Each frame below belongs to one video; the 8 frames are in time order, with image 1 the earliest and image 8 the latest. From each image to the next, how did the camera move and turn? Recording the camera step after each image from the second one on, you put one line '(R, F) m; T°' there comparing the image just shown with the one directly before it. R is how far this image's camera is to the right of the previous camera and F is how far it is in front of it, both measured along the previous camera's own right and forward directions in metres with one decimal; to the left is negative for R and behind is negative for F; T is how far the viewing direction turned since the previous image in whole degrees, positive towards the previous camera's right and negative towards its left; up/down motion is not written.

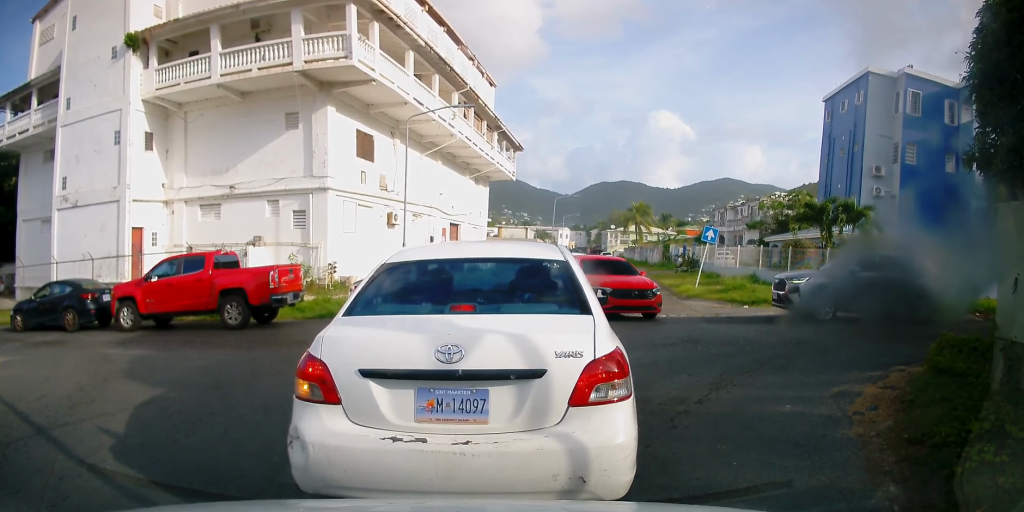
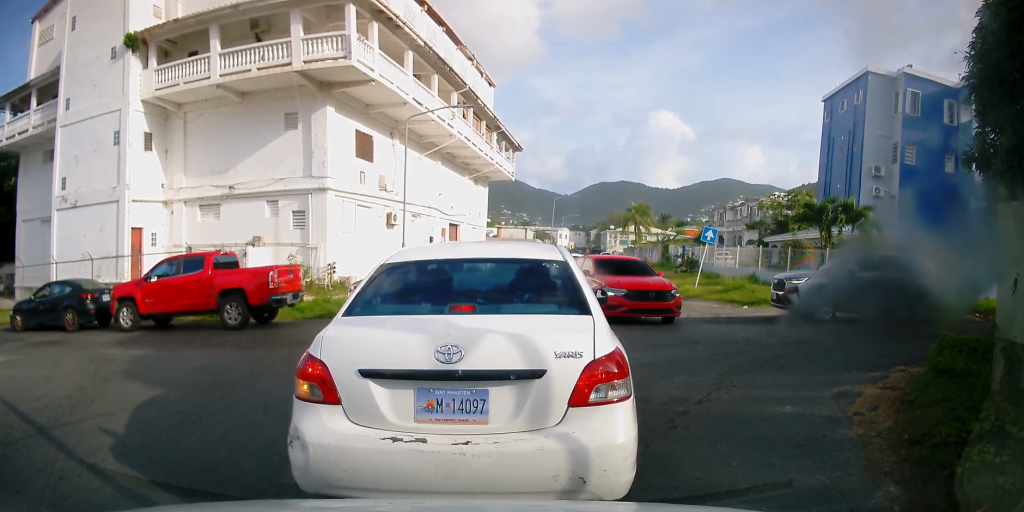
(0.0, 0.0) m; 0°
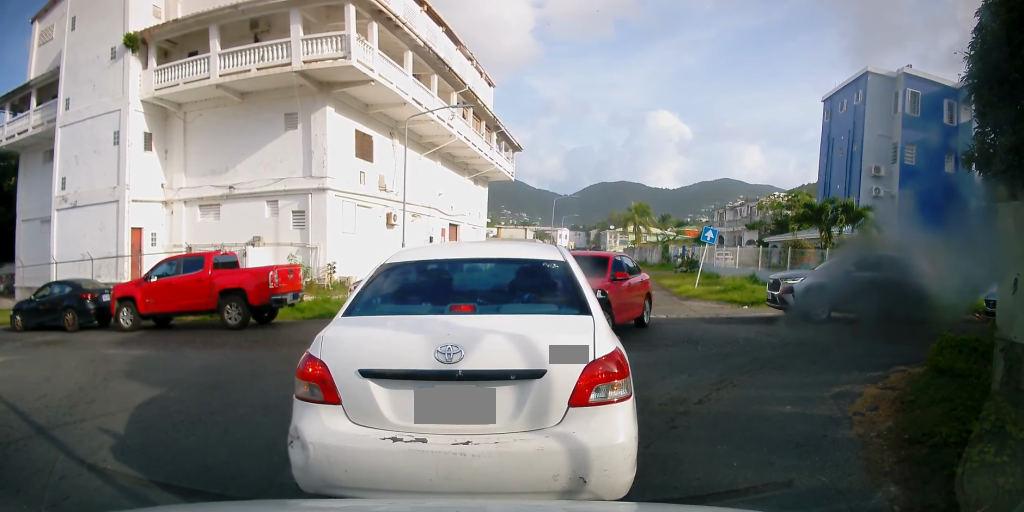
(0.0, 0.0) m; 0°
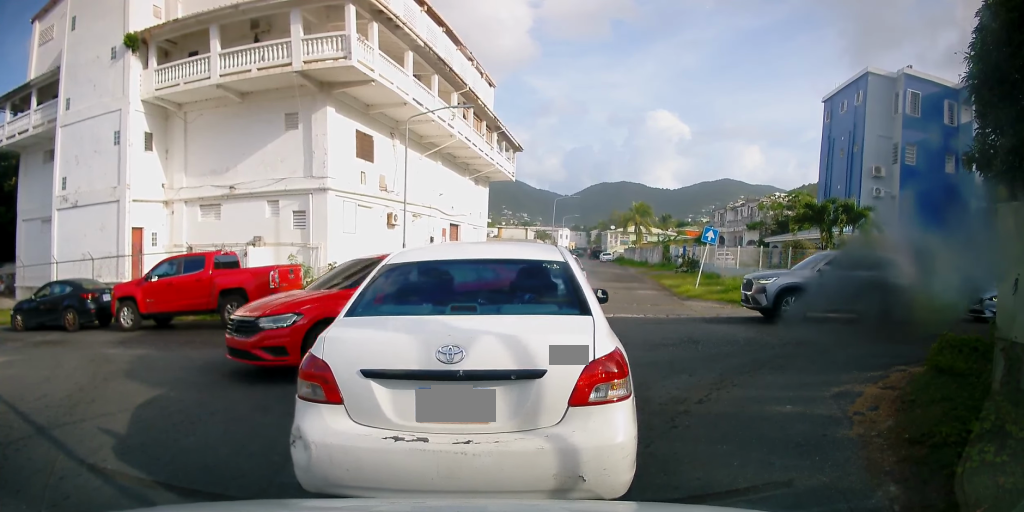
(0.0, 0.0) m; 0°
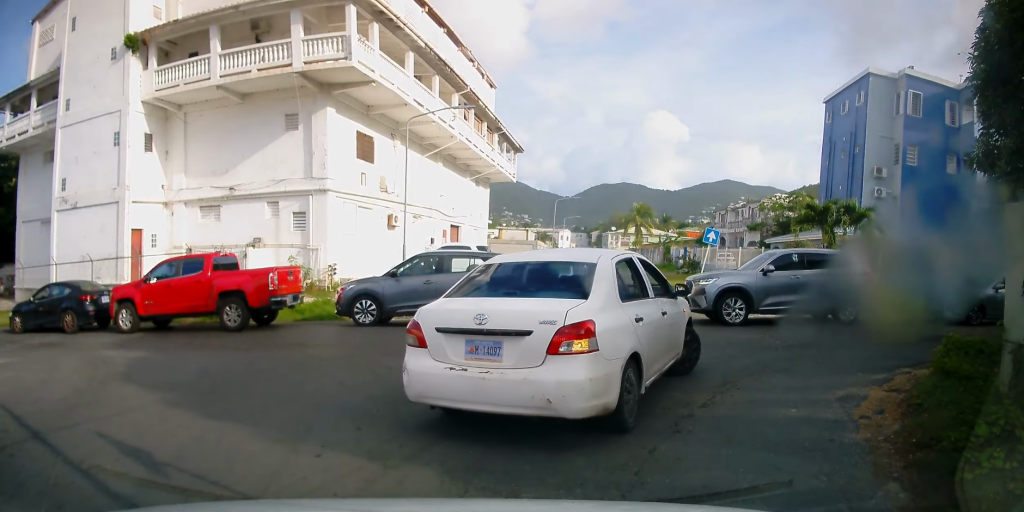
(0.0, 0.0) m; 0°
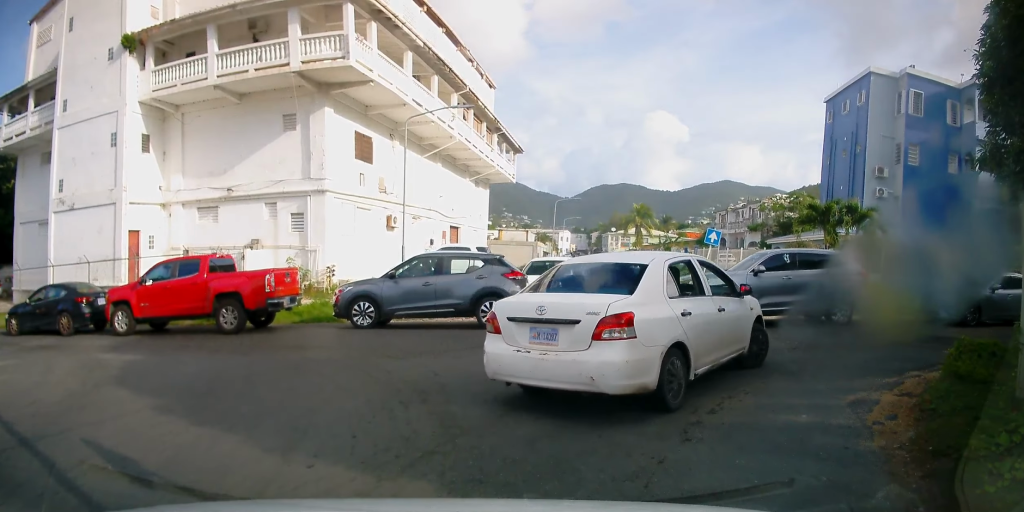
(0.0, +0.2) m; 0°
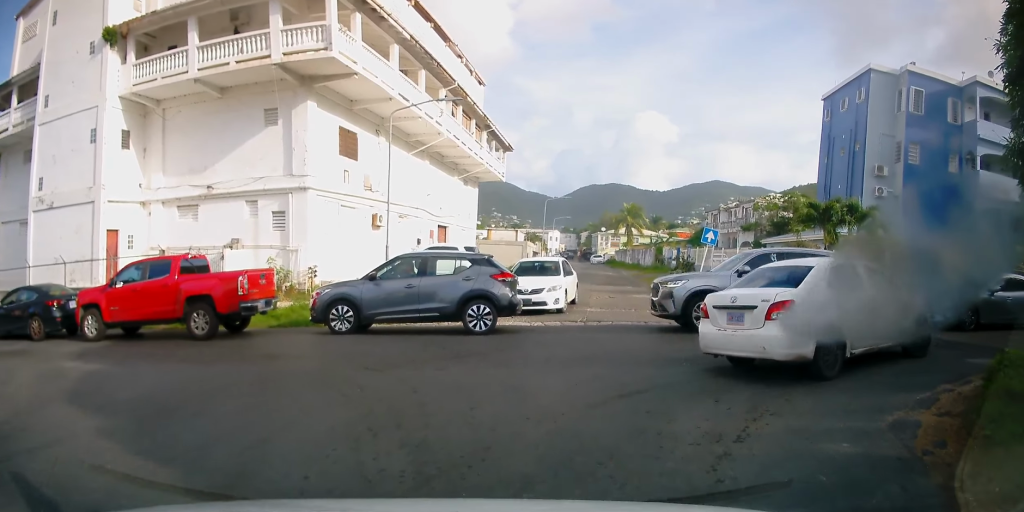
(0.0, +0.6) m; +3°
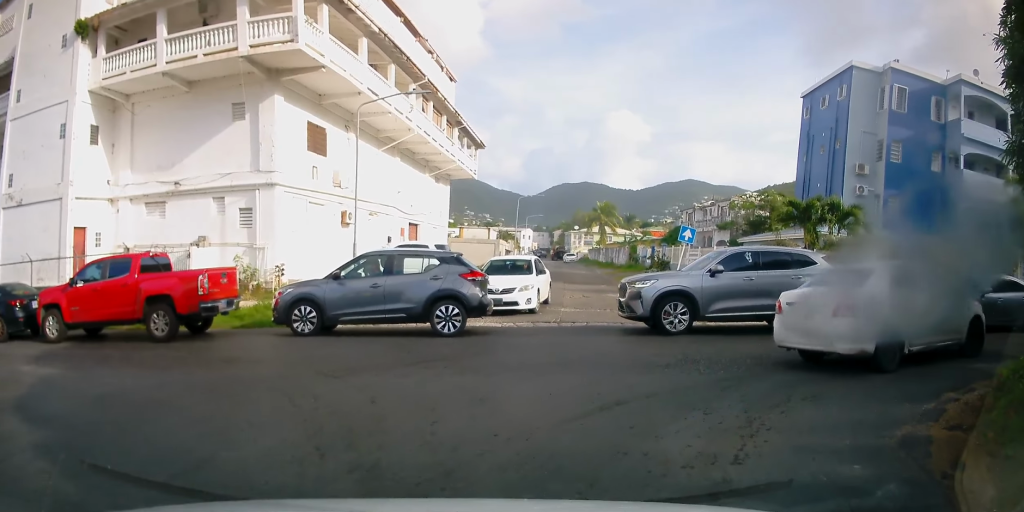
(0.0, +0.4) m; +3°
